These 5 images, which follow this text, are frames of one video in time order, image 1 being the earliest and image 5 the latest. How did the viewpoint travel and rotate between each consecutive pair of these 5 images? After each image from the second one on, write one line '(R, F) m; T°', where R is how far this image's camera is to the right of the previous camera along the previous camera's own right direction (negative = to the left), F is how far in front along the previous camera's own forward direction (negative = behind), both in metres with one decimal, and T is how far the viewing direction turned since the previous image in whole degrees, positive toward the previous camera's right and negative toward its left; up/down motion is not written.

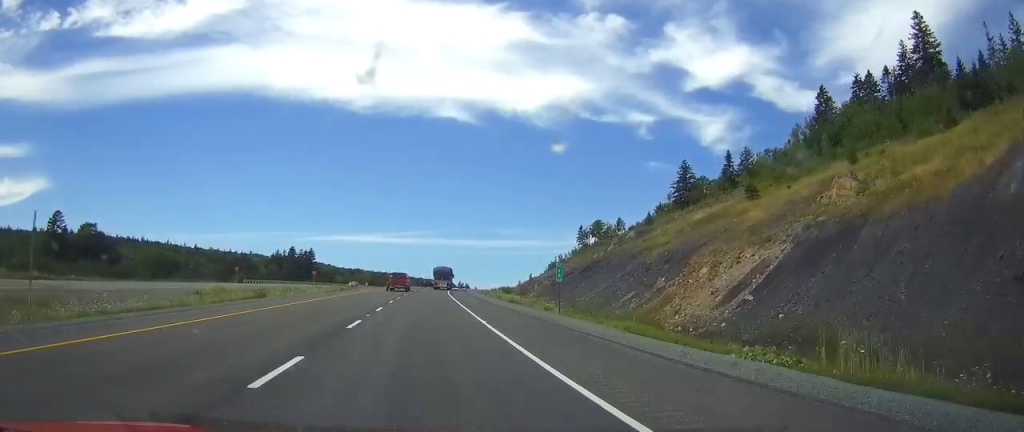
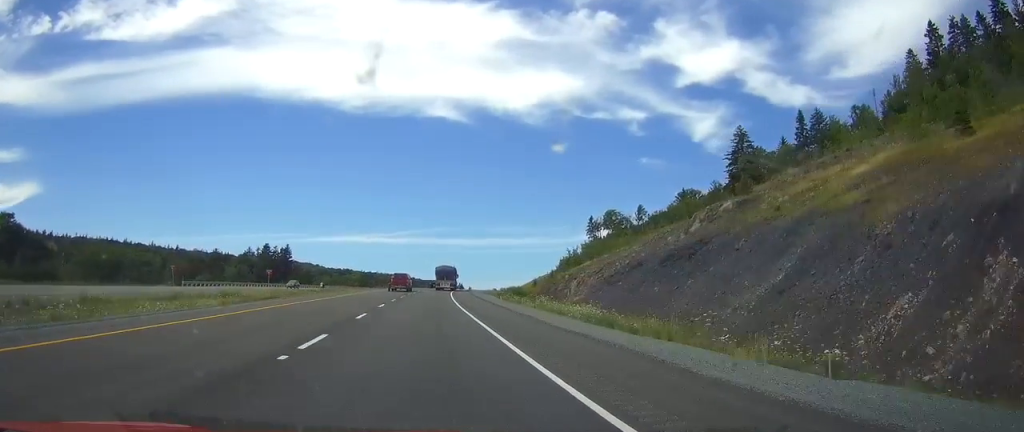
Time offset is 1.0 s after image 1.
(+0.2, +31.8) m; +1°
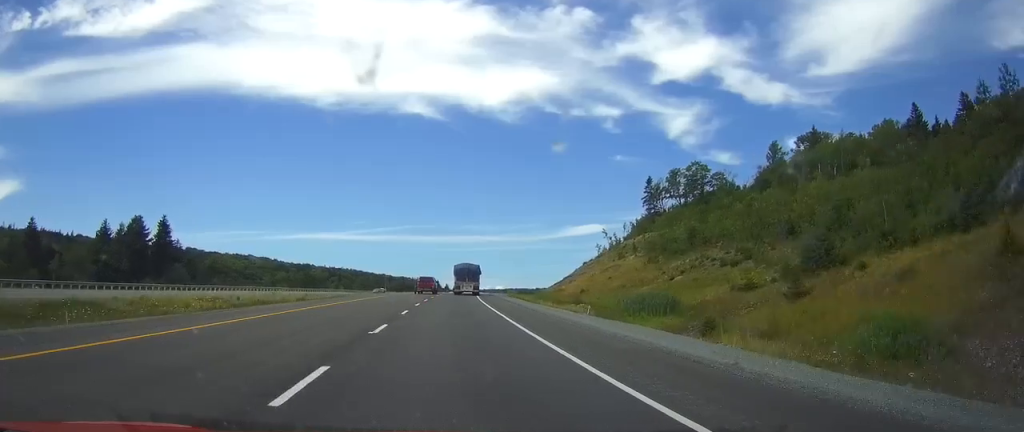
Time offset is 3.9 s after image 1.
(+2.0, +94.4) m; +2°
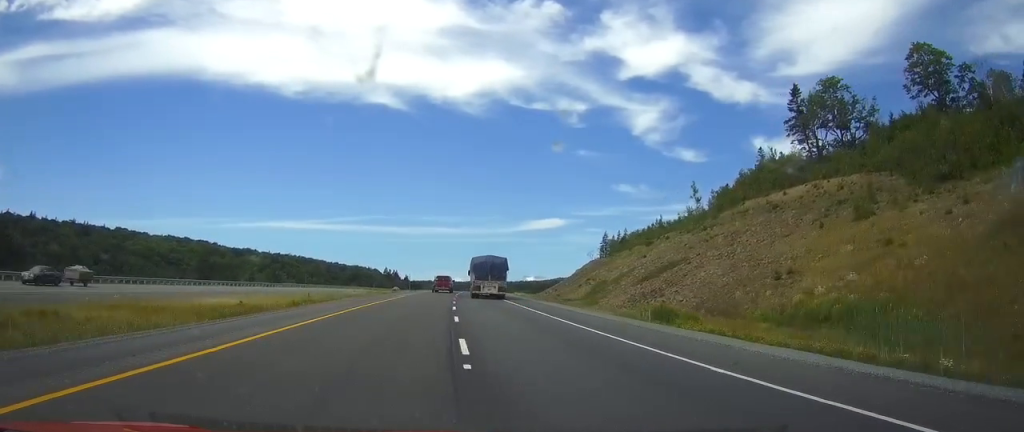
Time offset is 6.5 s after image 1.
(+2.0, +85.0) m; +3°
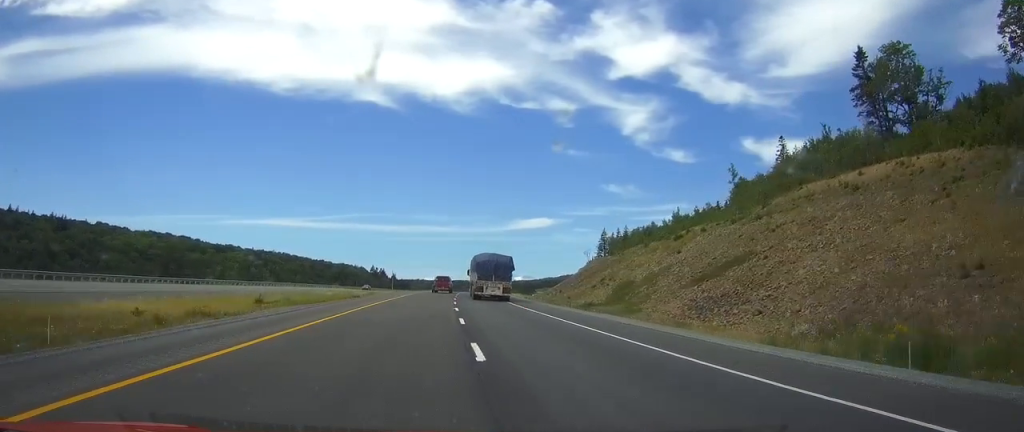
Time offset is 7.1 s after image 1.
(+0.1, +18.7) m; +1°
